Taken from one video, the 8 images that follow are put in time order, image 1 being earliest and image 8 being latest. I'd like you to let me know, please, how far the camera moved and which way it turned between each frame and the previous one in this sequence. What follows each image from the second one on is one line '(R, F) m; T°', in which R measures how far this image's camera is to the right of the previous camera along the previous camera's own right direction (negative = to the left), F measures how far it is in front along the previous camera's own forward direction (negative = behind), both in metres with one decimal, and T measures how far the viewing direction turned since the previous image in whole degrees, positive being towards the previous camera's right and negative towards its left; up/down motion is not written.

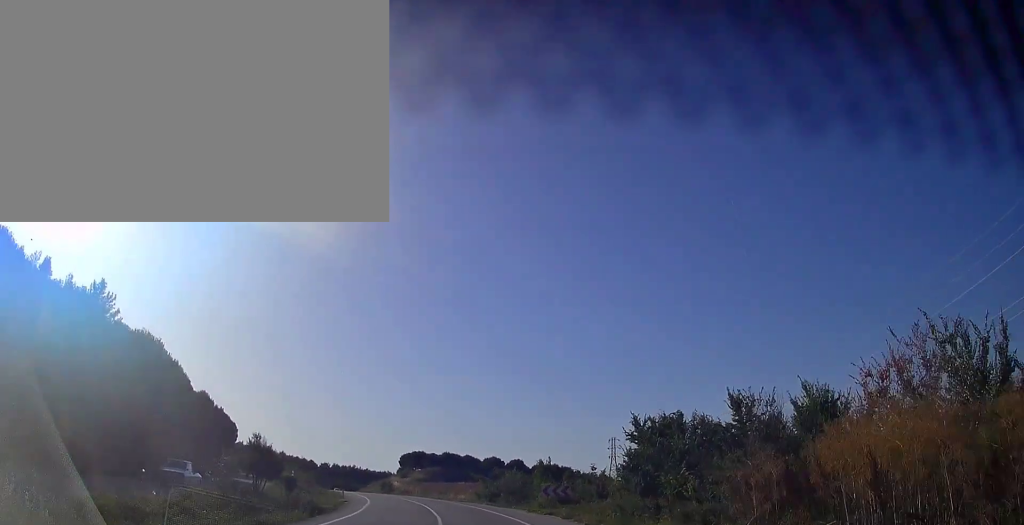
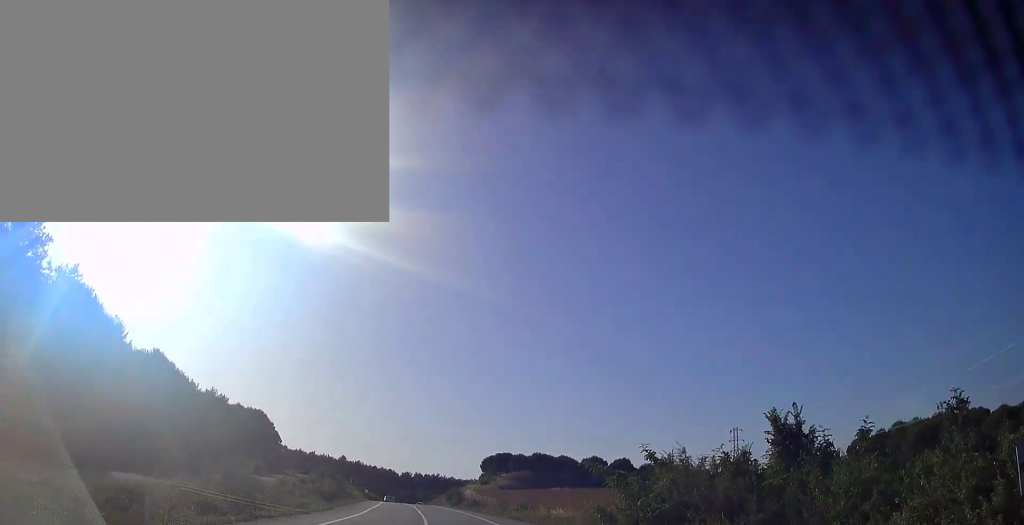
(-1.4, +30.7) m; -6°
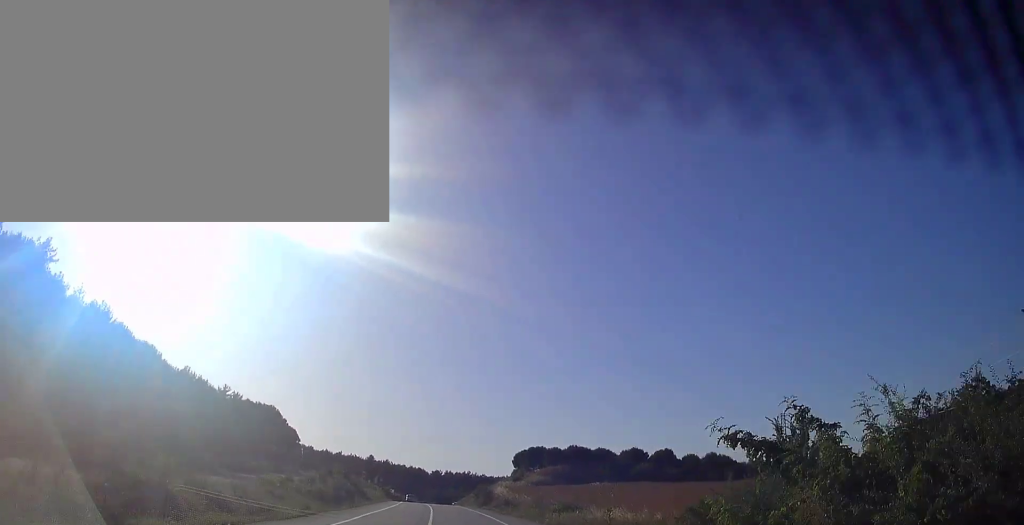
(-0.2, +10.5) m; -3°
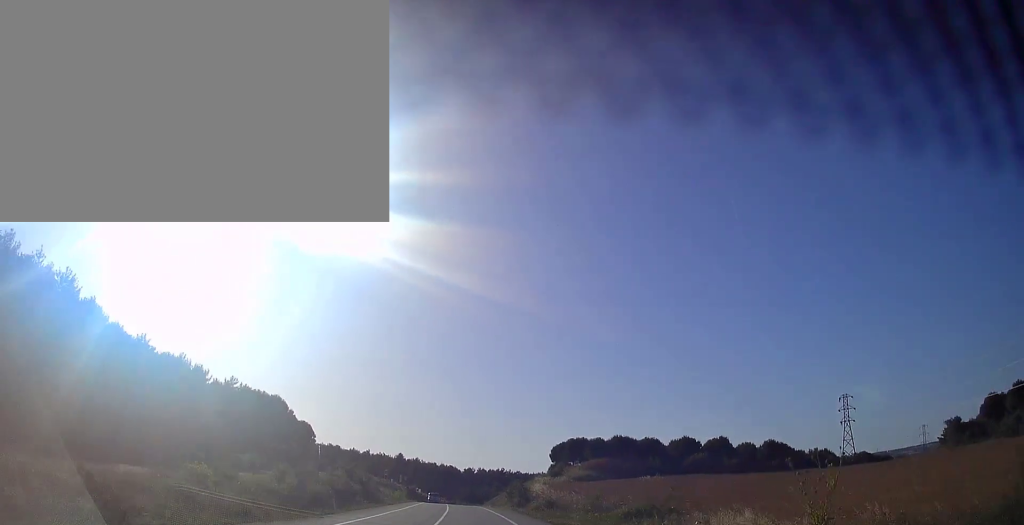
(-0.5, +14.7) m; -4°
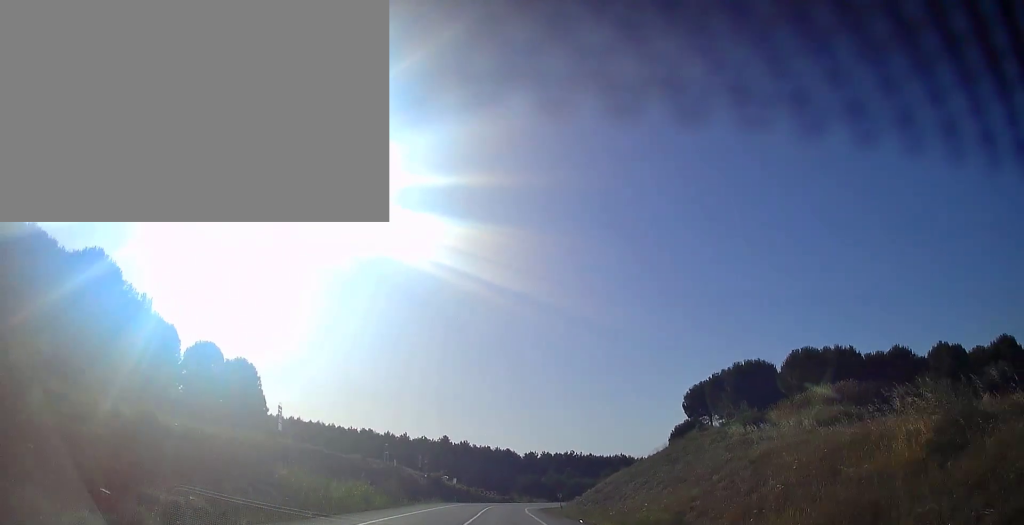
(-5.6, +66.0) m; -8°
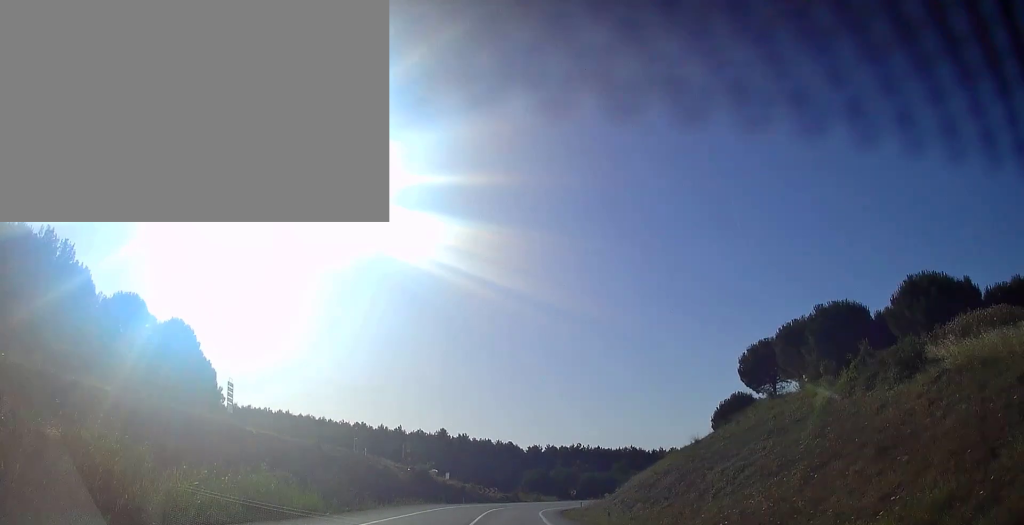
(-0.3, +18.8) m; -1°
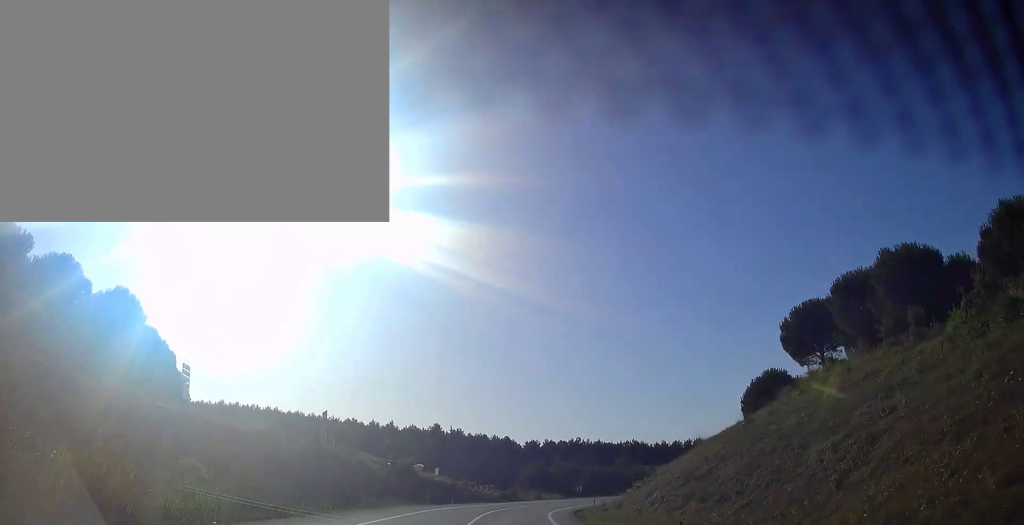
(0.0, +10.0) m; 0°
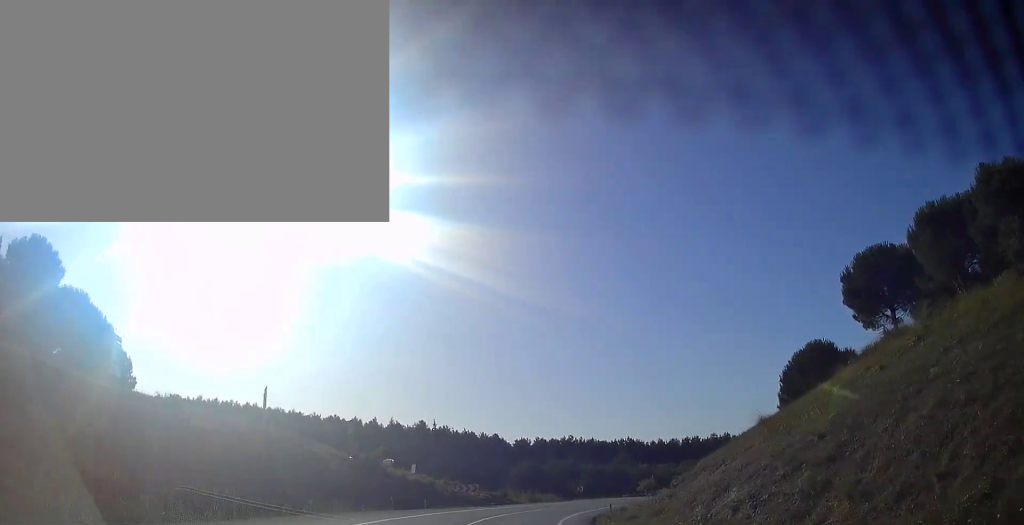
(-0.1, +12.9) m; +1°
